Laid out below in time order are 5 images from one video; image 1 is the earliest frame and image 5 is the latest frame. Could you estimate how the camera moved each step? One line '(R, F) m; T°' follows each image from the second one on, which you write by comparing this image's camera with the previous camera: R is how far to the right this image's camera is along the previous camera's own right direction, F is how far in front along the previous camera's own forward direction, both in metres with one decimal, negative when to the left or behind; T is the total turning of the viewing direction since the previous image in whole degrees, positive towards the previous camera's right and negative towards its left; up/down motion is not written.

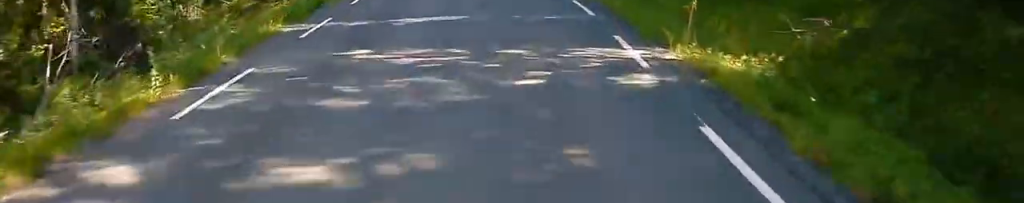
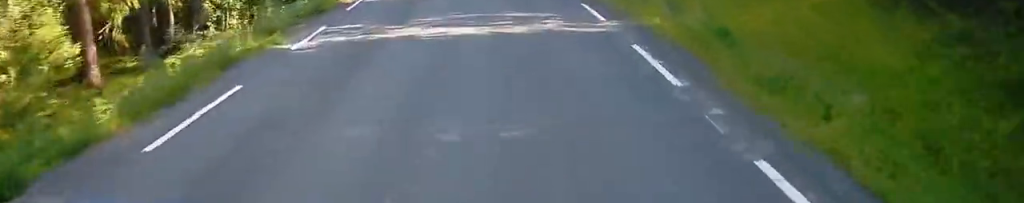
(0.0, +13.2) m; -1°
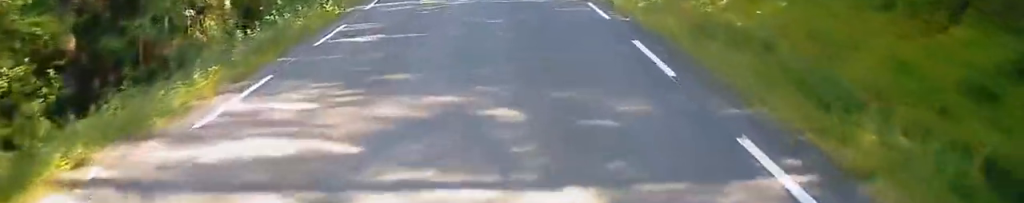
(-0.4, +17.4) m; -4°
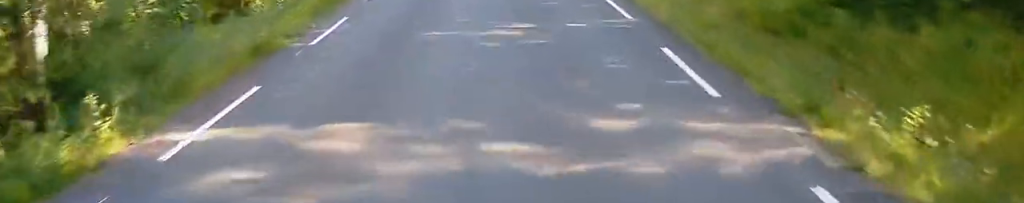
(-0.4, +13.6) m; 0°
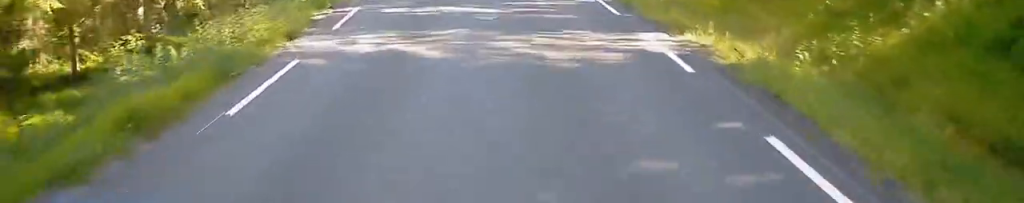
(+0.3, +10.8) m; 0°
